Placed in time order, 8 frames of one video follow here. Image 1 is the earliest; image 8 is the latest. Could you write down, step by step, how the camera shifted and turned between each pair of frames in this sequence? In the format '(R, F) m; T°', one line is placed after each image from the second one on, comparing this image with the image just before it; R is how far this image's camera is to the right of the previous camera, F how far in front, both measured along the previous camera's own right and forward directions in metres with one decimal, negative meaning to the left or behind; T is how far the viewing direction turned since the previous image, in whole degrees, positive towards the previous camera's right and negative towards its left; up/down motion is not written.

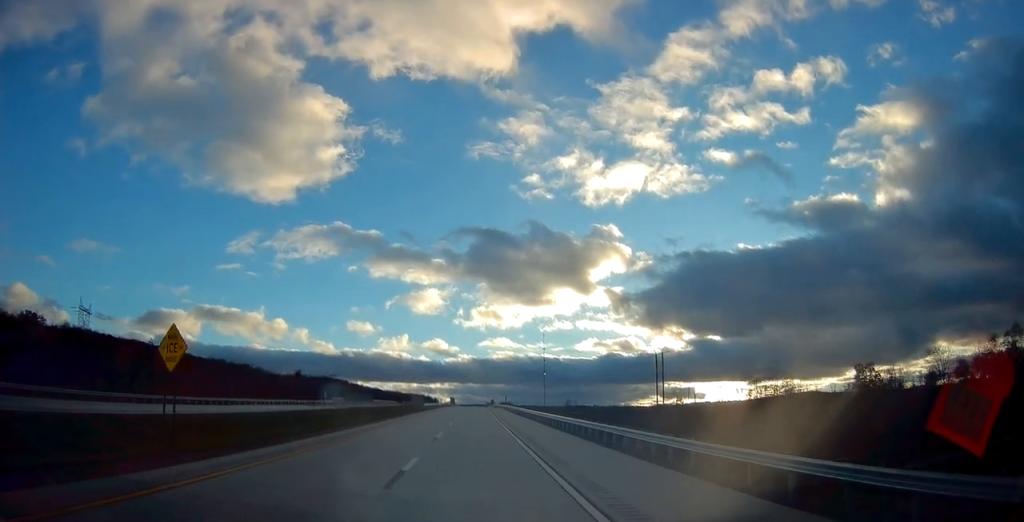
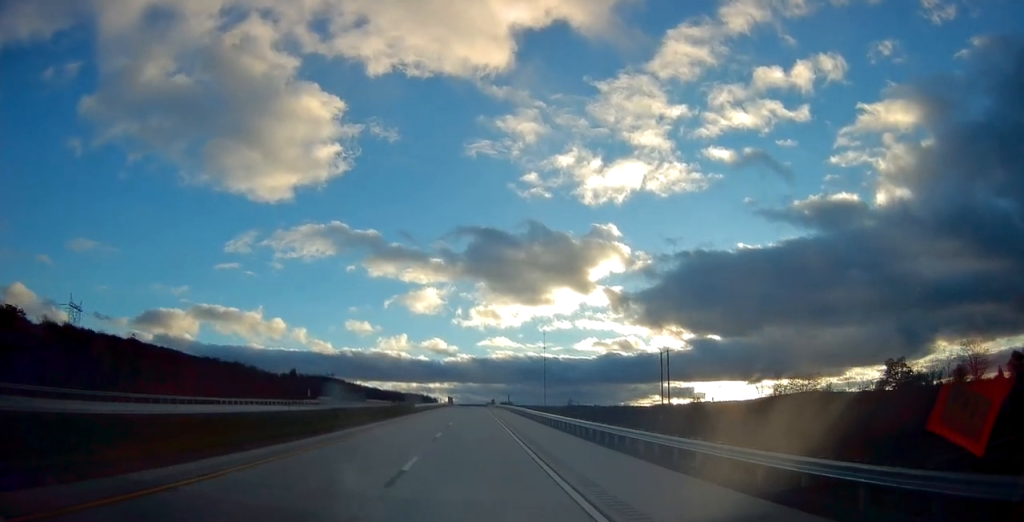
(+0.1, +11.9) m; 0°
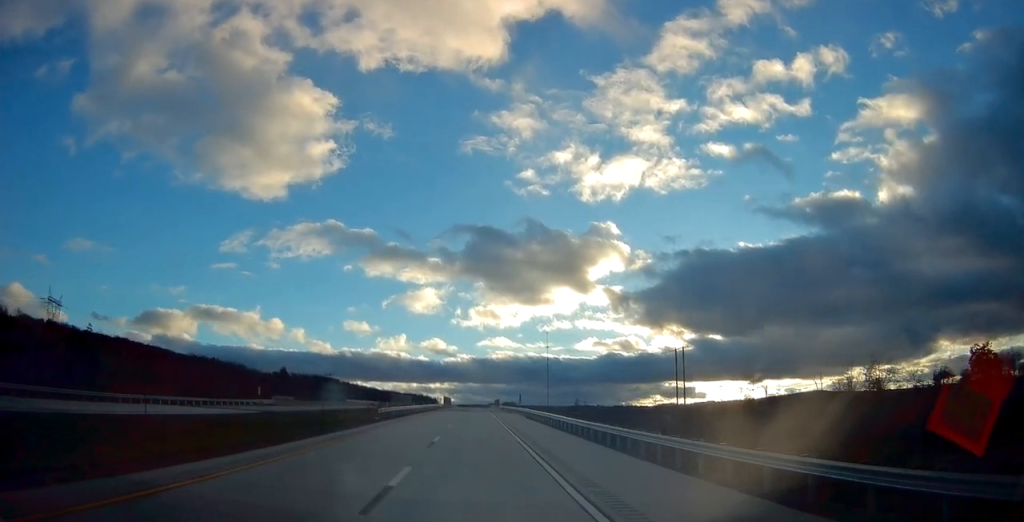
(0.0, +26.9) m; 0°
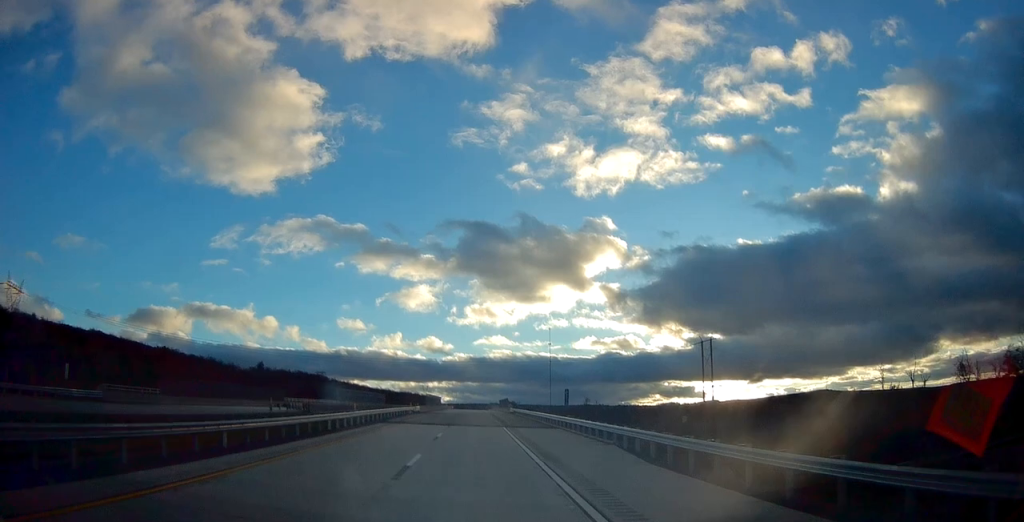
(+0.1, +44.8) m; 0°
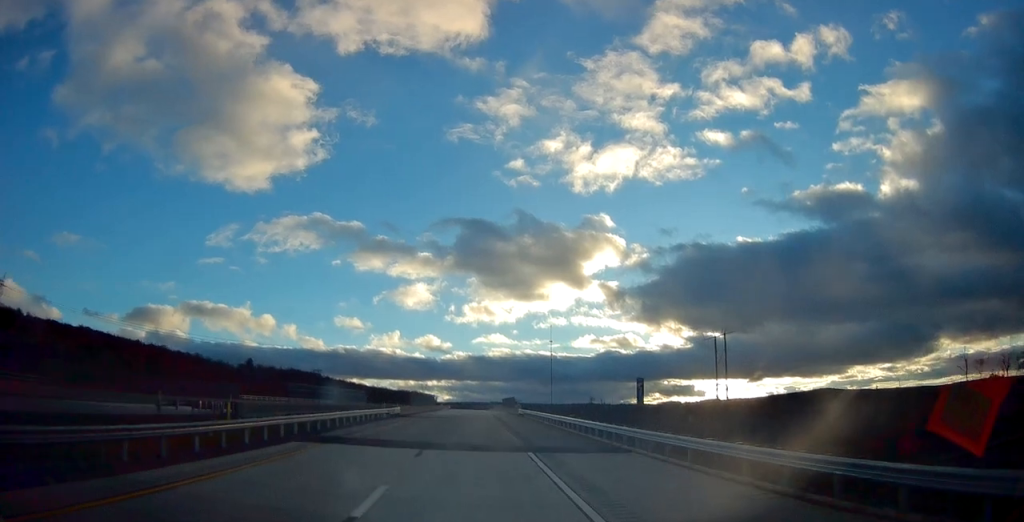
(-0.2, +18.9) m; 0°
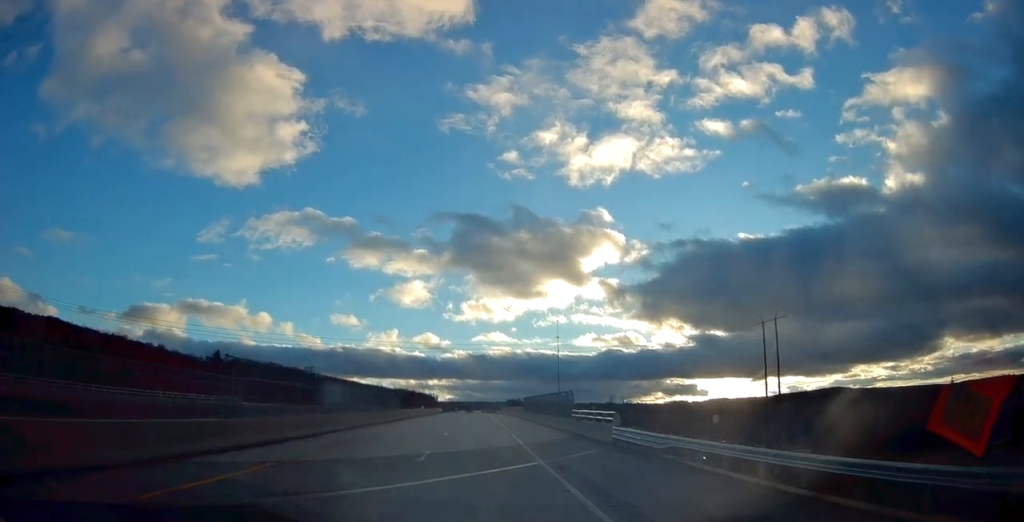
(-0.1, +51.8) m; 0°
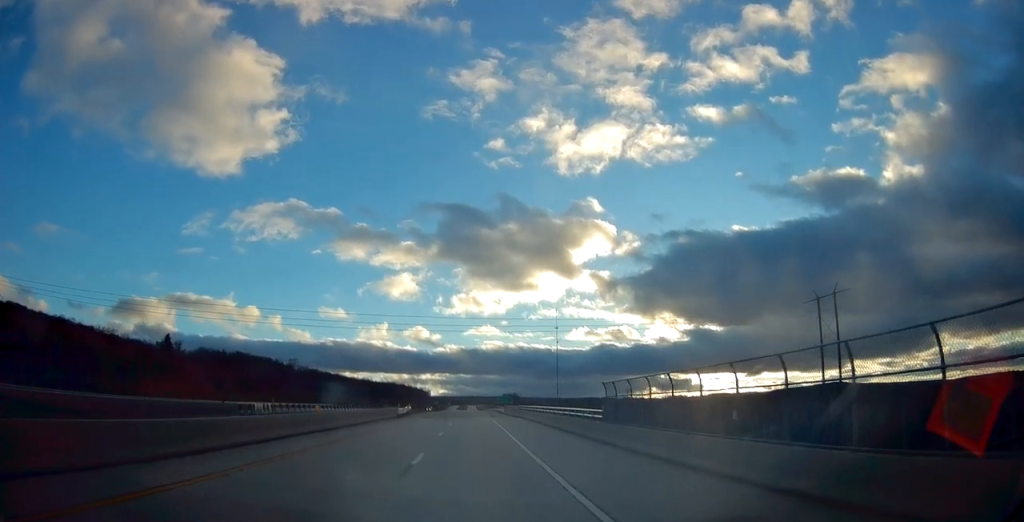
(+0.3, +49.9) m; 0°
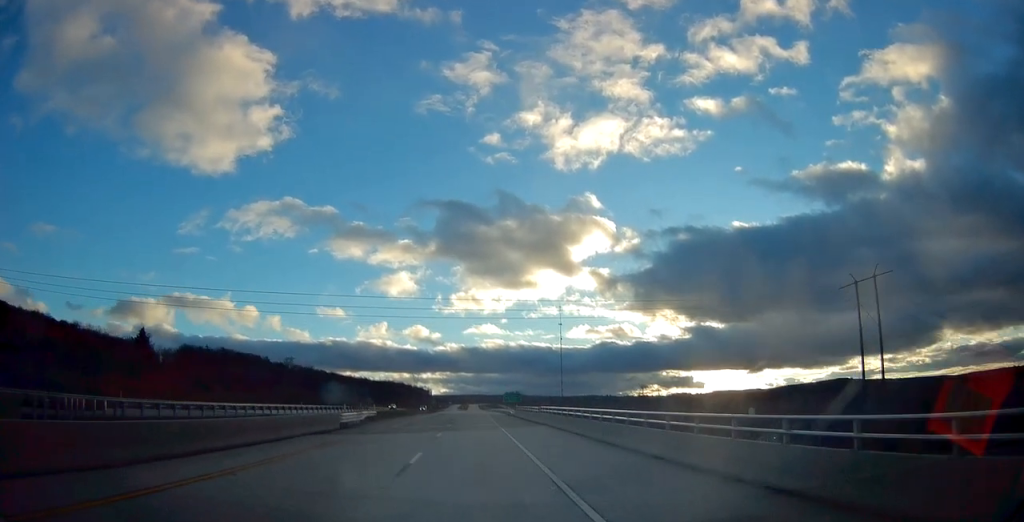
(-0.1, +24.2) m; 0°
